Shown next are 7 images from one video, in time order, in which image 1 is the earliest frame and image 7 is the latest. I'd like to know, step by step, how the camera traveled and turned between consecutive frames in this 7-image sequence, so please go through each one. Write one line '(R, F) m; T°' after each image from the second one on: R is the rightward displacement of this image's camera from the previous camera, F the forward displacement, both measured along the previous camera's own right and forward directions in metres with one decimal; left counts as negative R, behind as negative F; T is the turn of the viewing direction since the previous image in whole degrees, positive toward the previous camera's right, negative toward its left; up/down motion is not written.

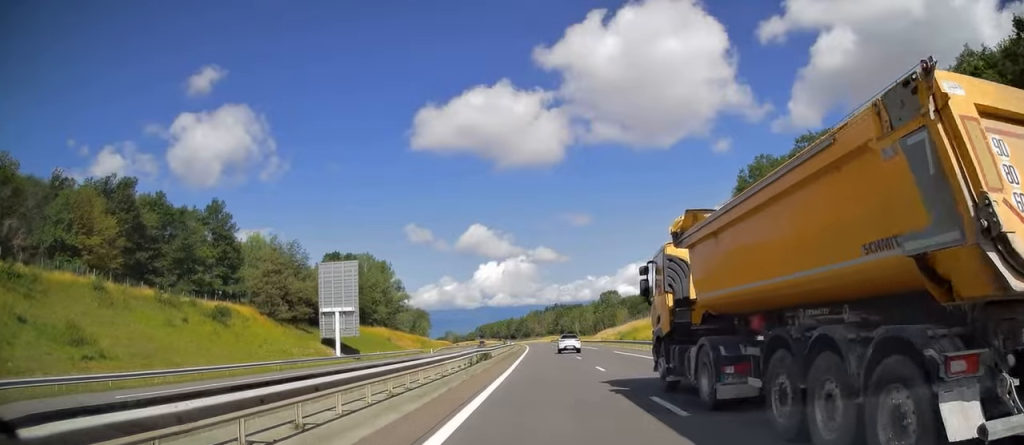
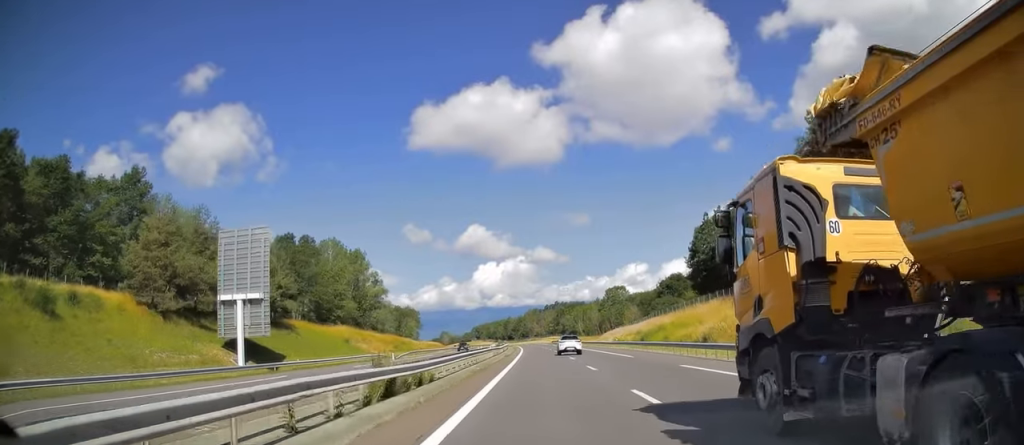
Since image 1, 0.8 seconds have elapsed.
(0.0, +24.2) m; 0°
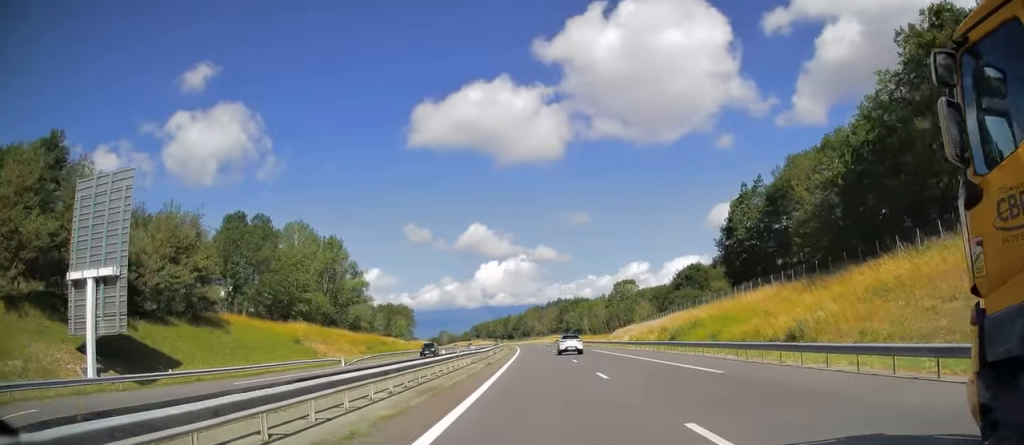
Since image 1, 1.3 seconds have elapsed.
(+0.1, +18.8) m; 0°
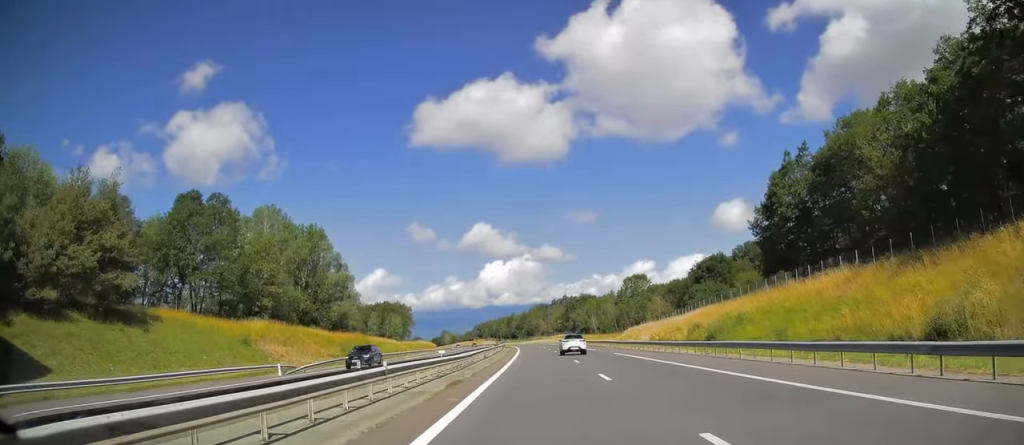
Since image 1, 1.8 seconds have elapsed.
(0.0, +13.9) m; 0°
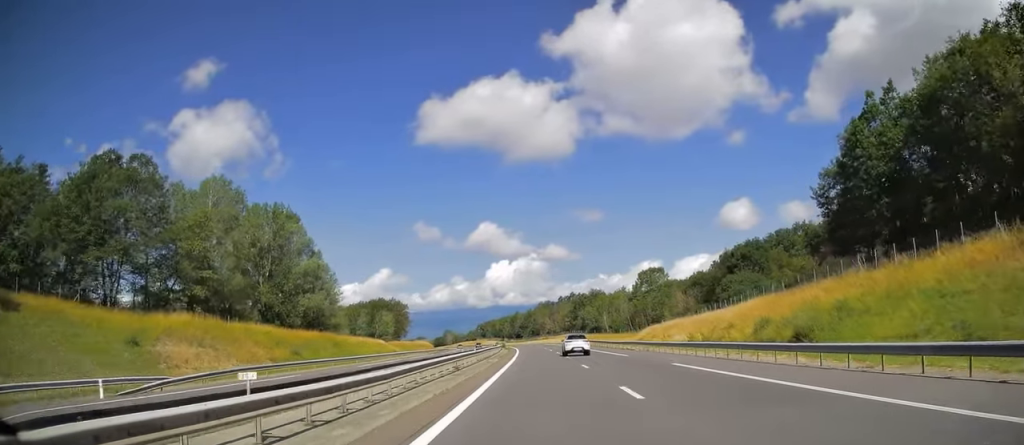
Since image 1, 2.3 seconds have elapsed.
(-0.2, +18.2) m; 0°
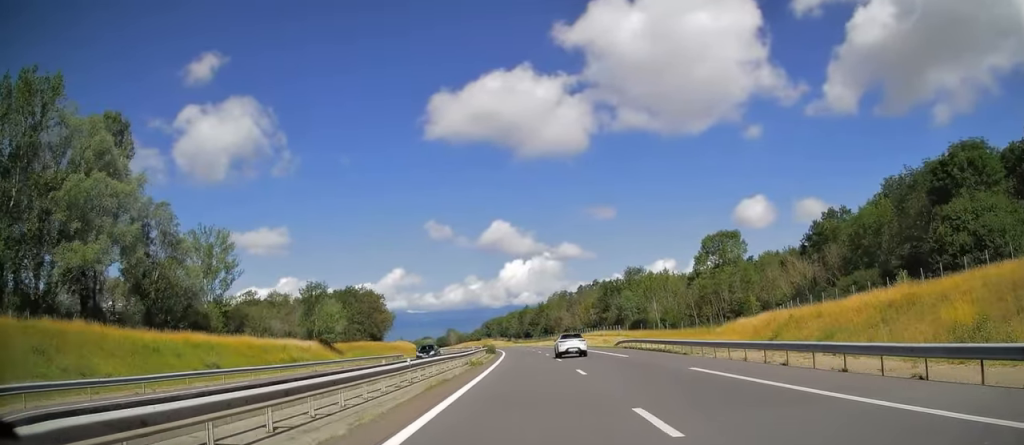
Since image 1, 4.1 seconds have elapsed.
(0.0, +56.9) m; -1°
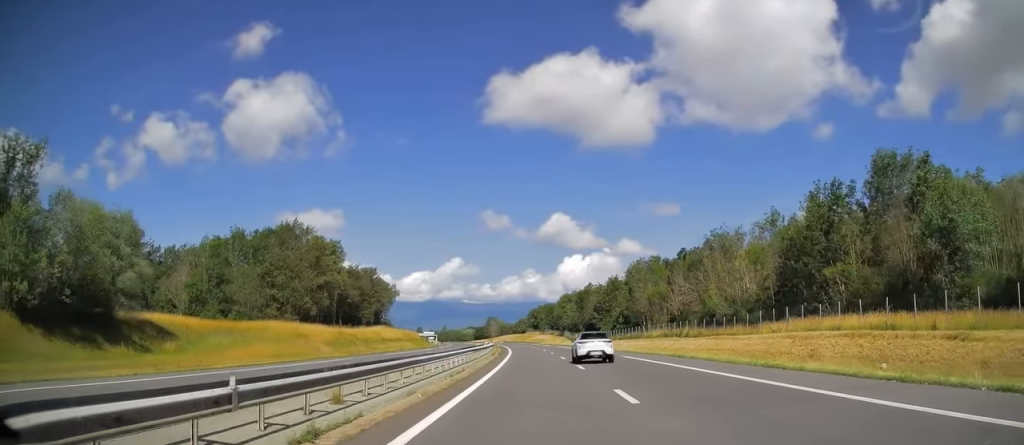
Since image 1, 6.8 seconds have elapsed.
(-3.8, +86.7) m; -6°
